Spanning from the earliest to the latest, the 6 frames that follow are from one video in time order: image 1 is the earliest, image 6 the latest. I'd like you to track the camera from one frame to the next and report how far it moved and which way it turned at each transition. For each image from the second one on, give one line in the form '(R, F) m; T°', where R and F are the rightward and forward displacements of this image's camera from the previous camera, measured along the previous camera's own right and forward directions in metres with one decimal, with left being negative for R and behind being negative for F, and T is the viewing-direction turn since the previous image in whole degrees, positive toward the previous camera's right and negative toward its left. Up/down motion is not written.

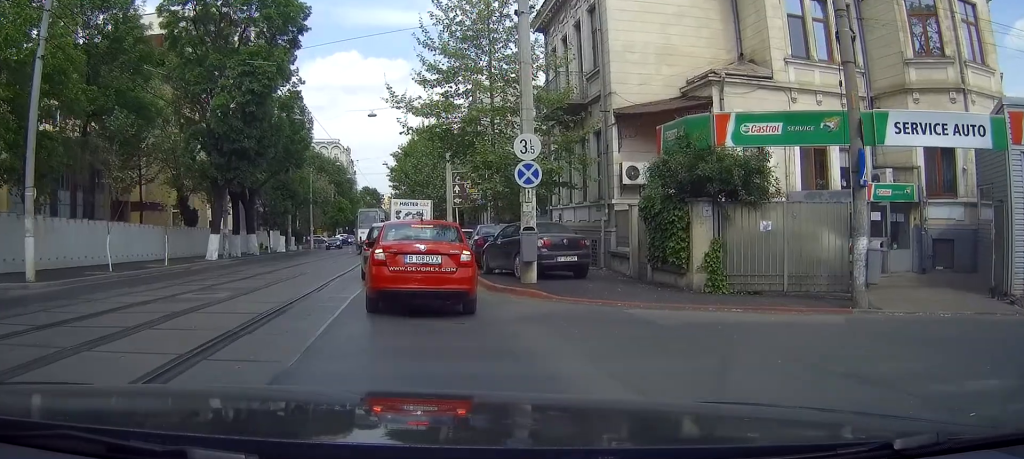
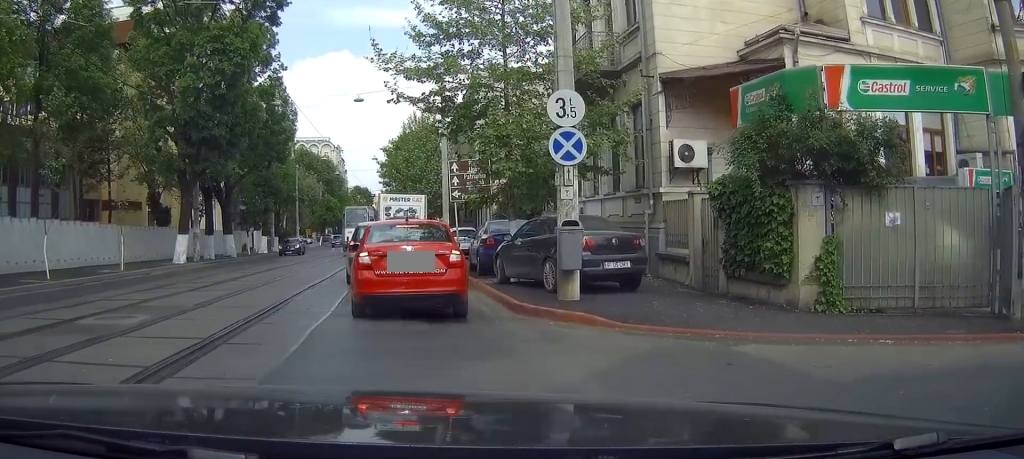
(0.0, +4.5) m; +4°
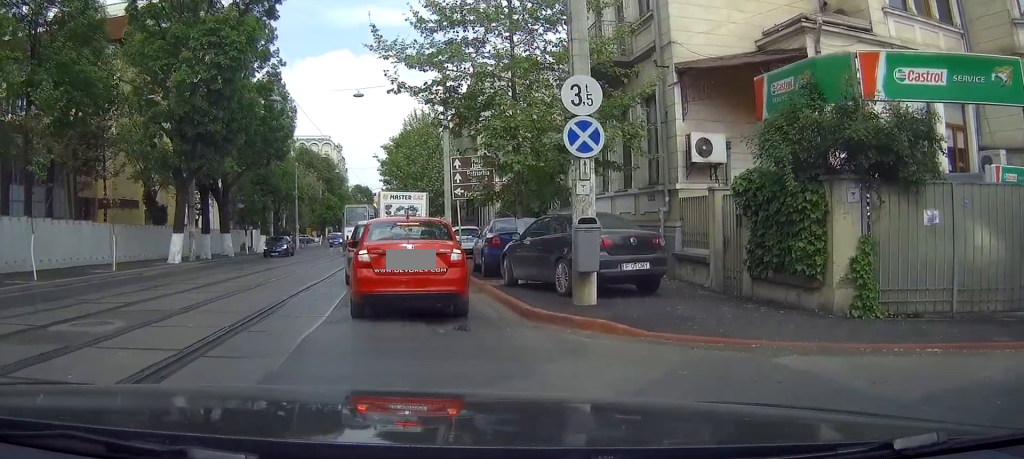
(0.0, +1.0) m; +2°
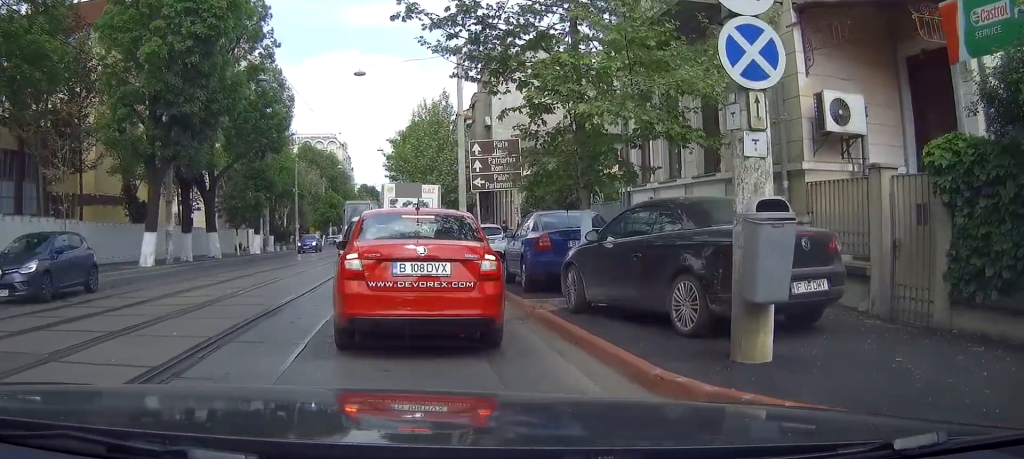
(0.0, +4.5) m; +2°
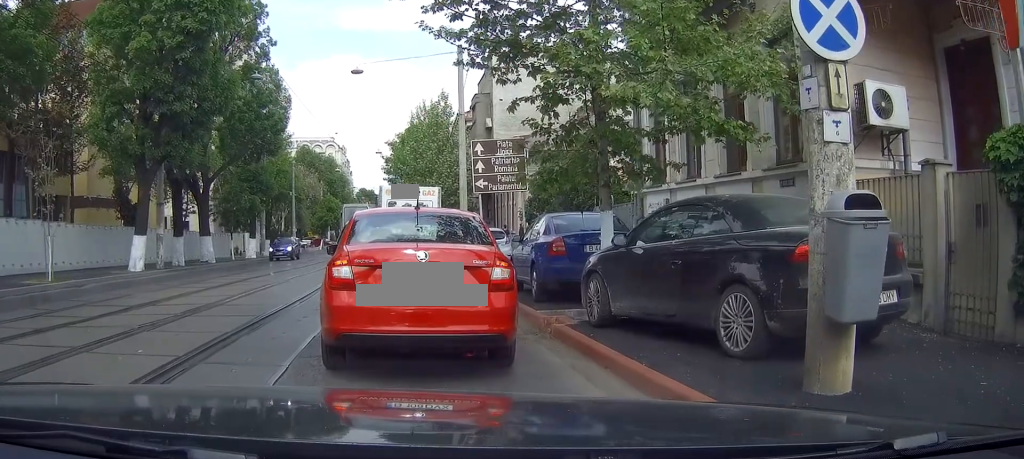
(+0.1, +0.9) m; 0°
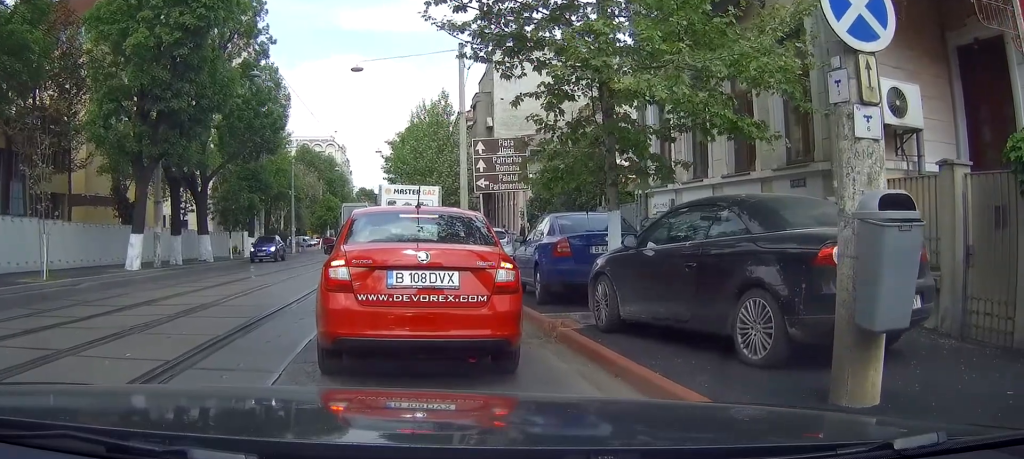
(0.0, +0.3) m; 0°
